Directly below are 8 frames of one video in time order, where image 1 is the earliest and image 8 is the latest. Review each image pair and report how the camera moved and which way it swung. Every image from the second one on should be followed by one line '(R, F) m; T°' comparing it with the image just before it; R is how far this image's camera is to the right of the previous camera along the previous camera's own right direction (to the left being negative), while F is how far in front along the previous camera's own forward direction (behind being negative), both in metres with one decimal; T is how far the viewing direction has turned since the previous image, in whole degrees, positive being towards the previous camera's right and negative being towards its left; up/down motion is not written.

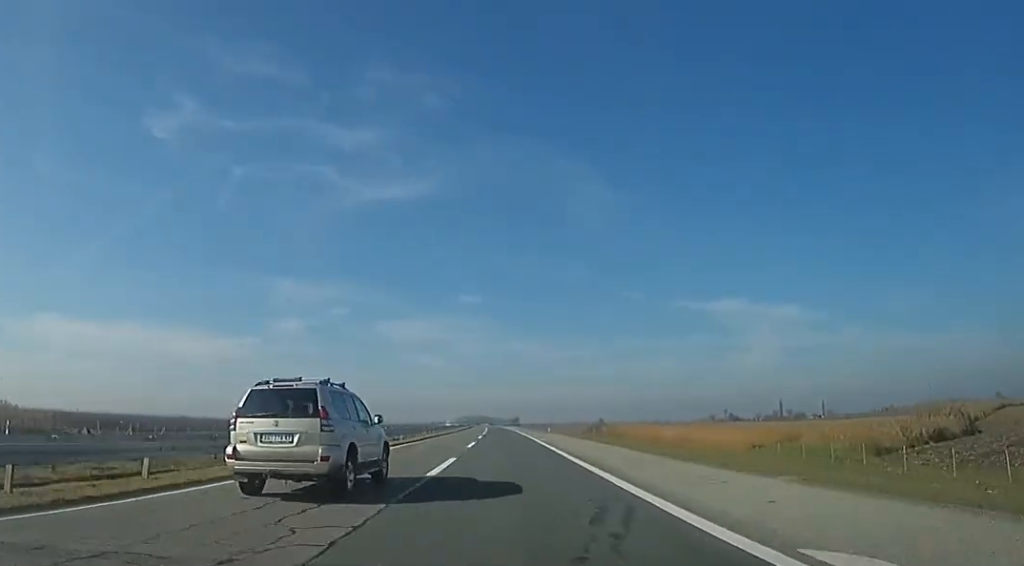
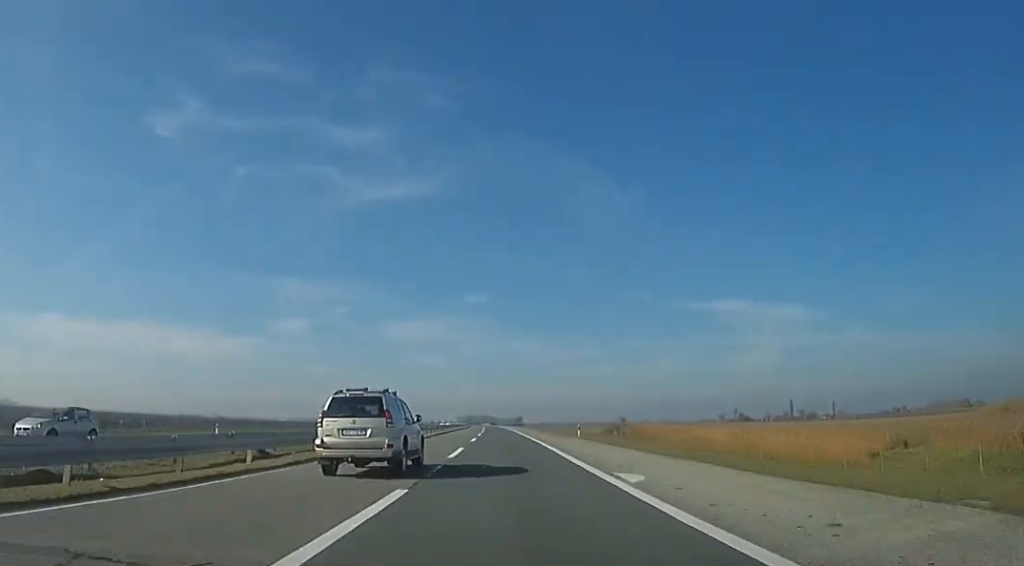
(0.0, +26.6) m; -2°
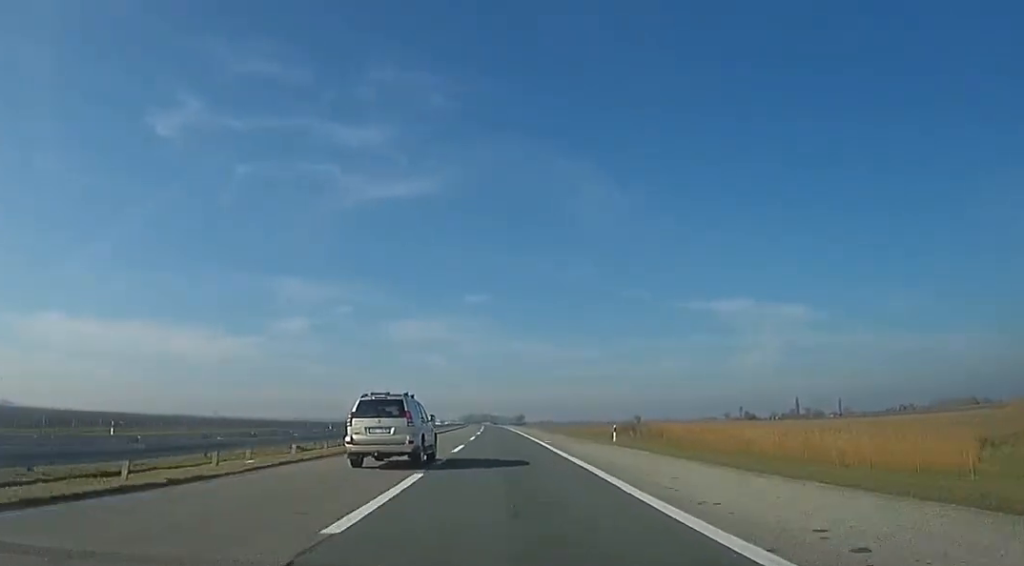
(-0.1, +14.1) m; -1°
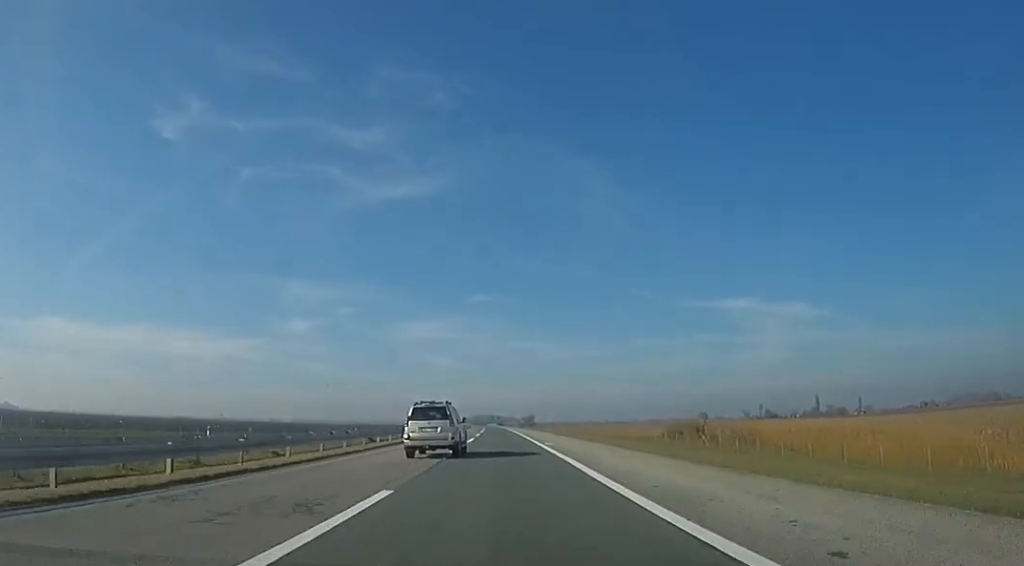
(-1.2, +36.5) m; -1°
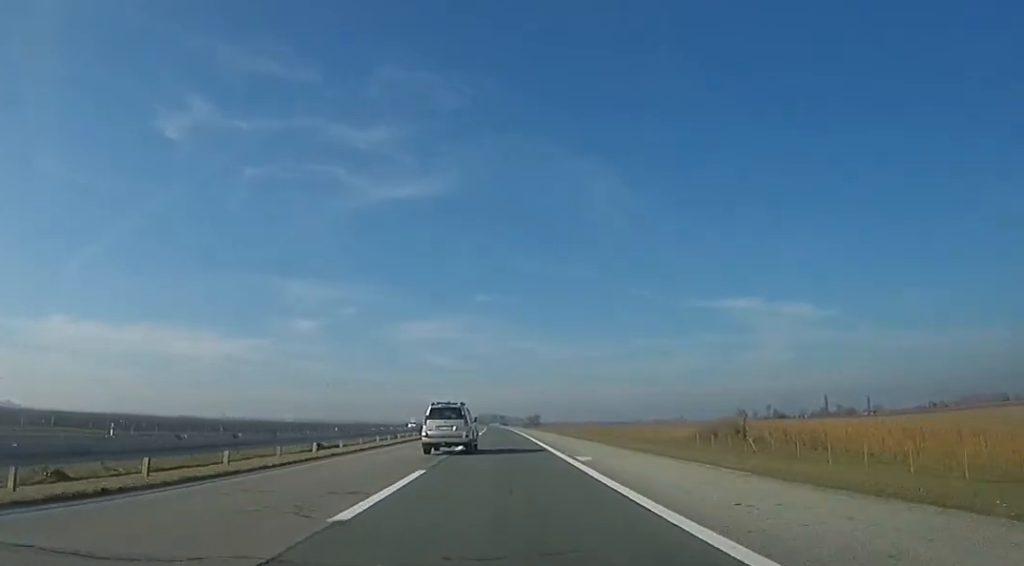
(-0.2, +13.0) m; +1°
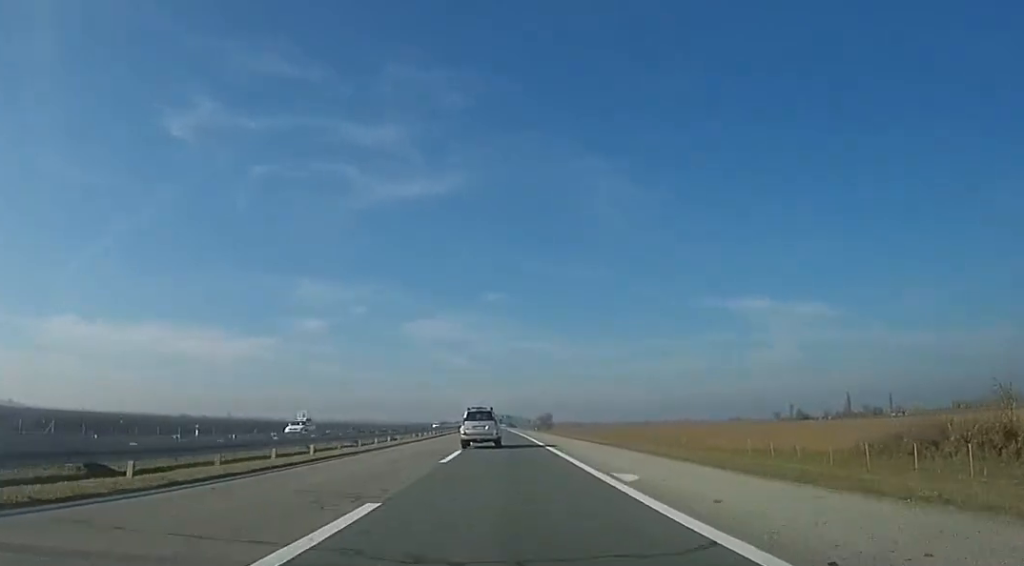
(+1.7, +40.6) m; +1°
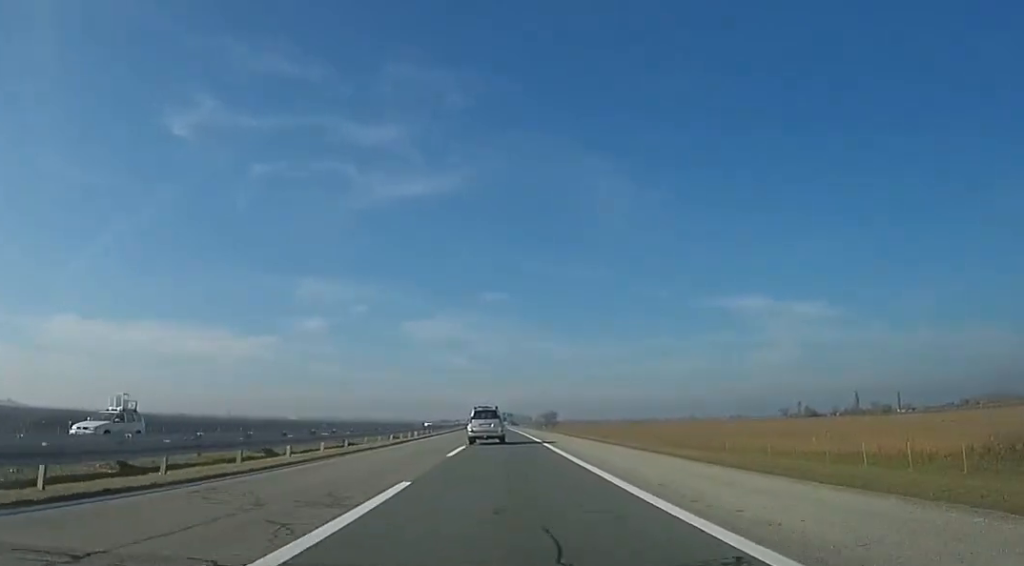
(-0.7, +14.7) m; -1°
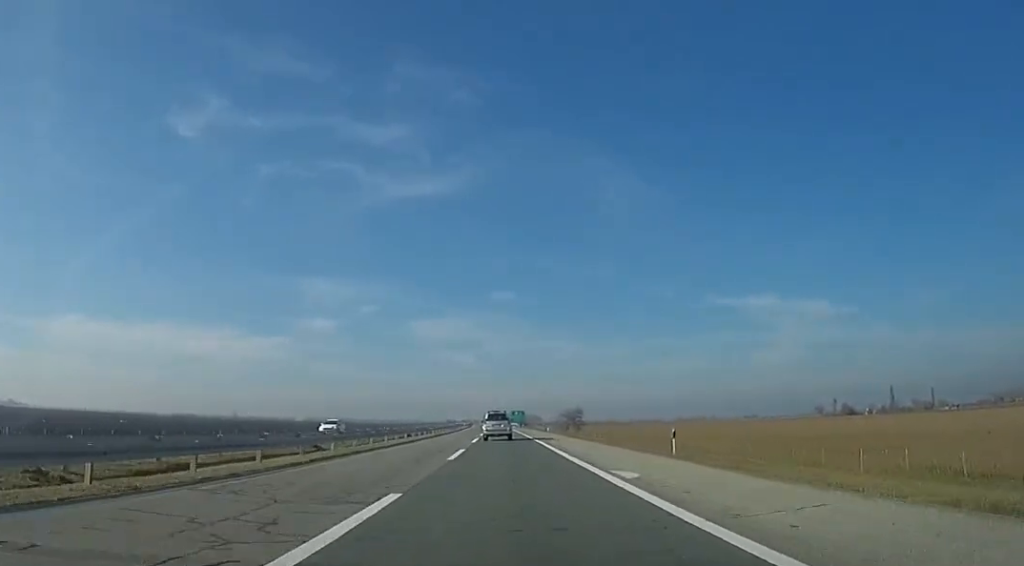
(-1.6, +55.0) m; -2°
